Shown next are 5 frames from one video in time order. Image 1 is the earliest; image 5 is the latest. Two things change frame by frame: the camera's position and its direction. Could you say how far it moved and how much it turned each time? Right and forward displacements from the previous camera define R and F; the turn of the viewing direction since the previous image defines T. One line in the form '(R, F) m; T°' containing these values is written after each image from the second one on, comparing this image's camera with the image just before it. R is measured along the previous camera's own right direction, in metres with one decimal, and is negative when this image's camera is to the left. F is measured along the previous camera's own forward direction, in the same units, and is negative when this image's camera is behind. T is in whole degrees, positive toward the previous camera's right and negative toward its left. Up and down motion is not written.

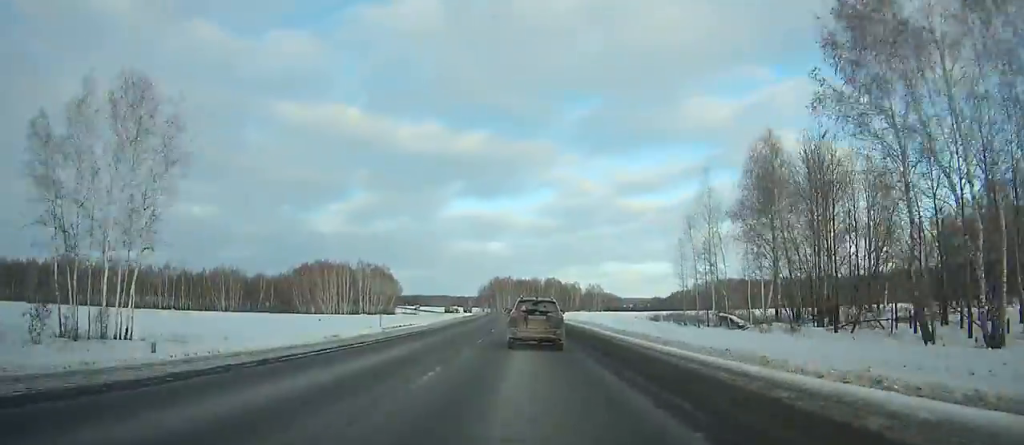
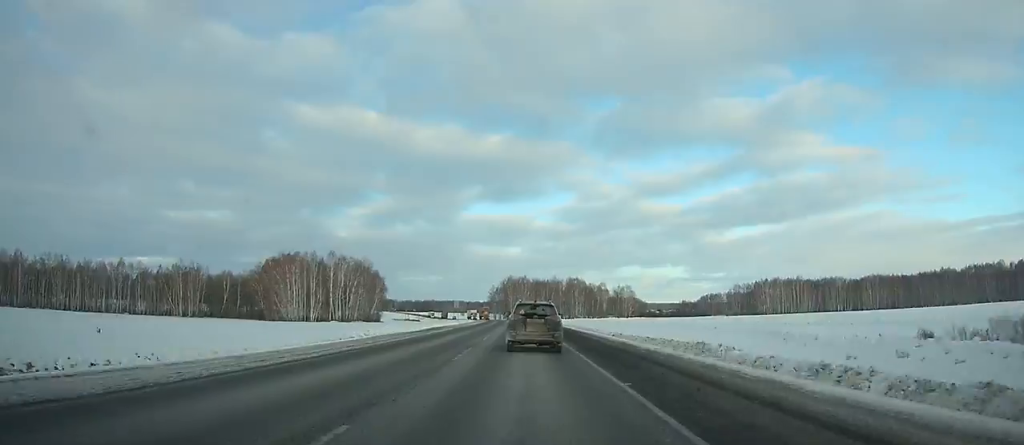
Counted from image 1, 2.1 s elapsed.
(-1.0, +53.6) m; -2°
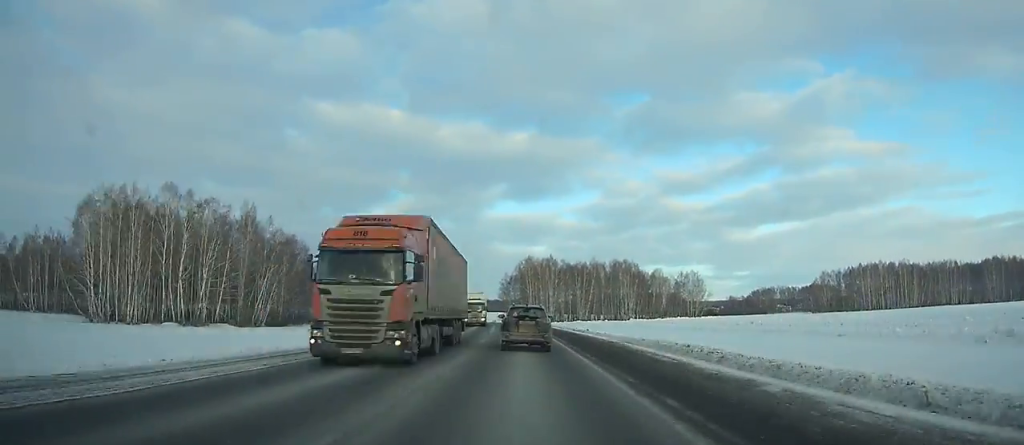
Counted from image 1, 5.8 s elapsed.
(-2.9, +95.1) m; -3°
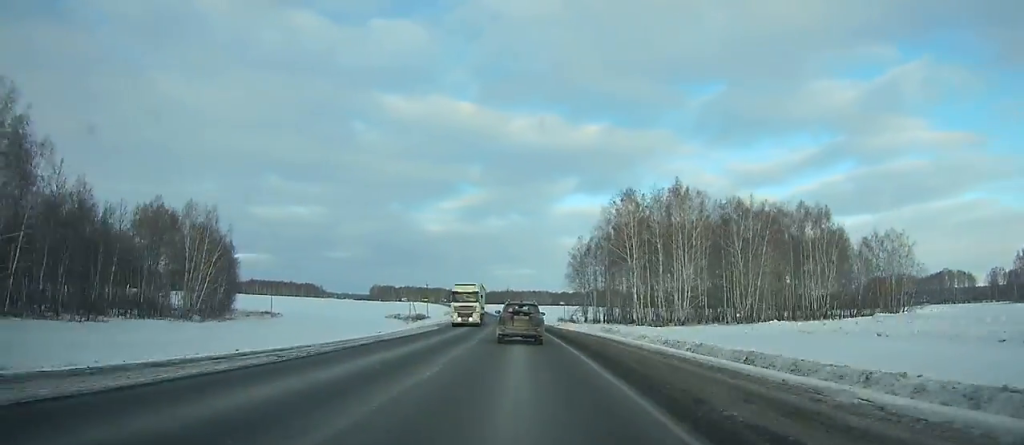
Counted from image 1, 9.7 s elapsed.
(-4.2, +101.3) m; -5°
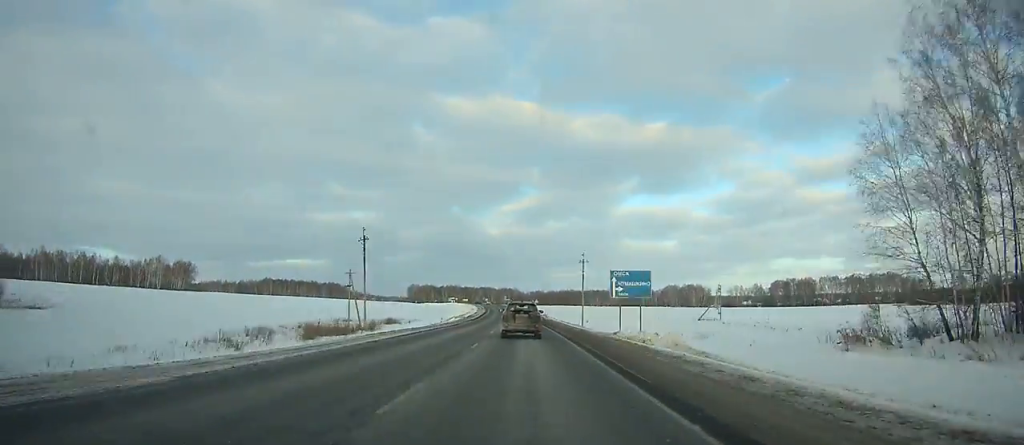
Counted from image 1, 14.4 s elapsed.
(-7.1, +123.1) m; -6°
